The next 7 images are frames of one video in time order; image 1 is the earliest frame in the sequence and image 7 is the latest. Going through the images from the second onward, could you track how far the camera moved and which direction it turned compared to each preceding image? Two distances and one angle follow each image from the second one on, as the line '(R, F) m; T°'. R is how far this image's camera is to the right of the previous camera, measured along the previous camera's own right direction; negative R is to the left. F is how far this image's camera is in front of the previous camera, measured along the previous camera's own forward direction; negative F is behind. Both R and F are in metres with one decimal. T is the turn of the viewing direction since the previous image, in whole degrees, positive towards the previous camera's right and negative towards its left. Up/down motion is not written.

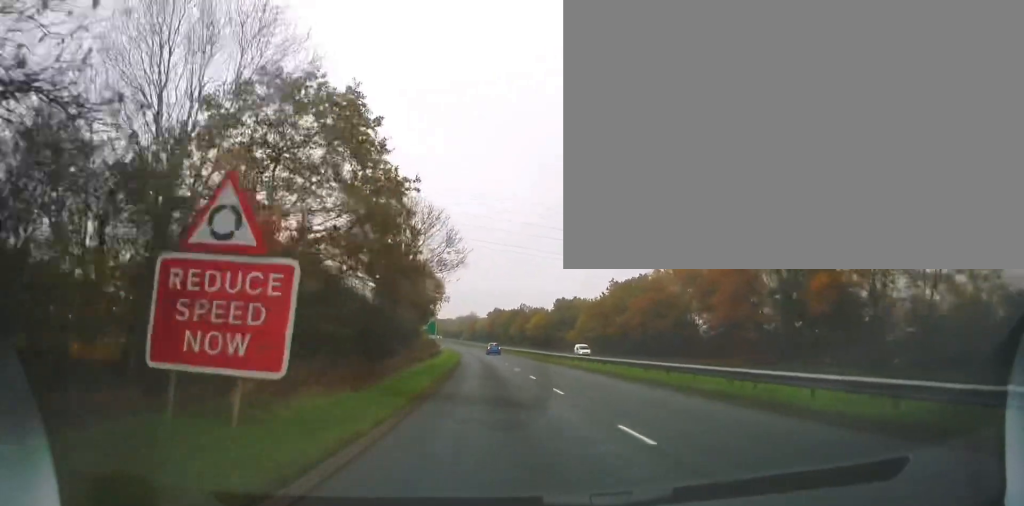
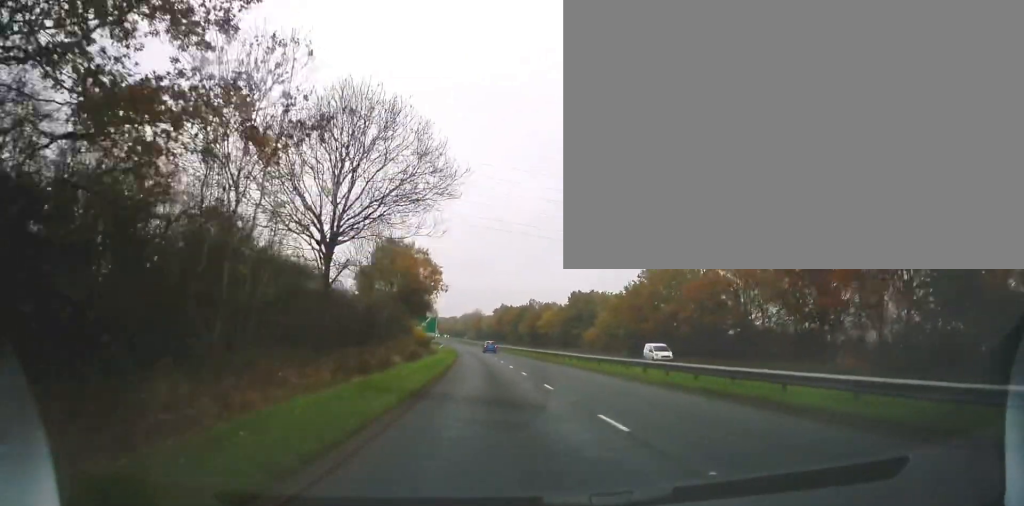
(-0.1, +16.2) m; -1°
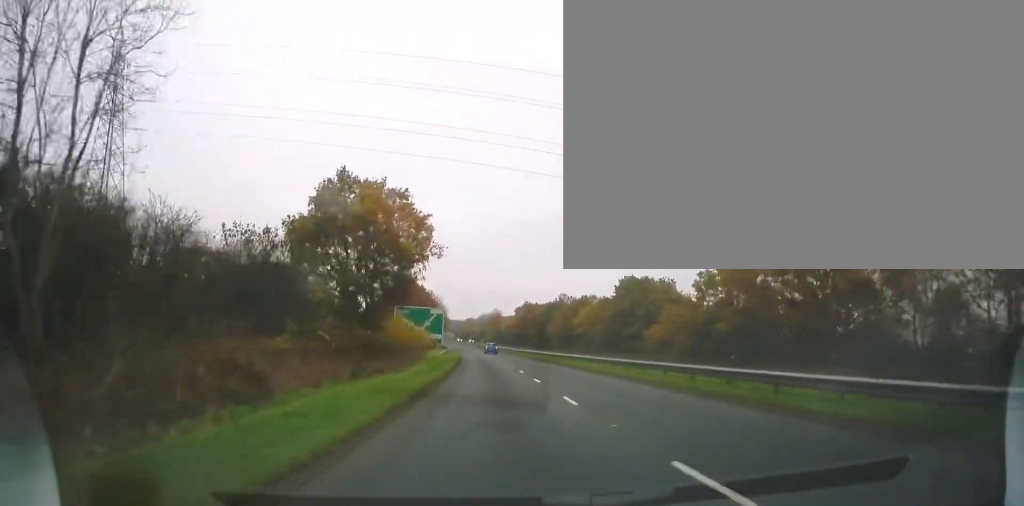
(-0.4, +31.4) m; -2°
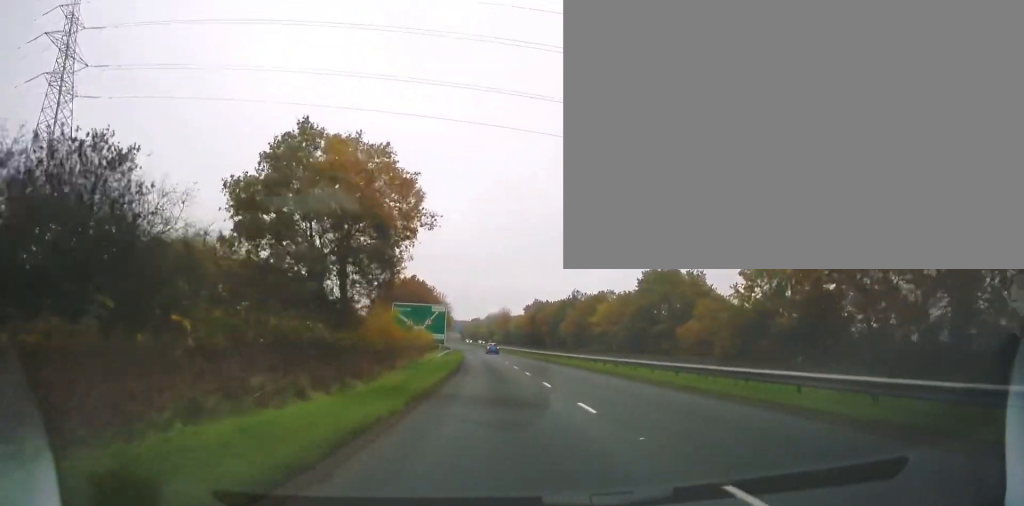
(-0.1, +10.6) m; 0°
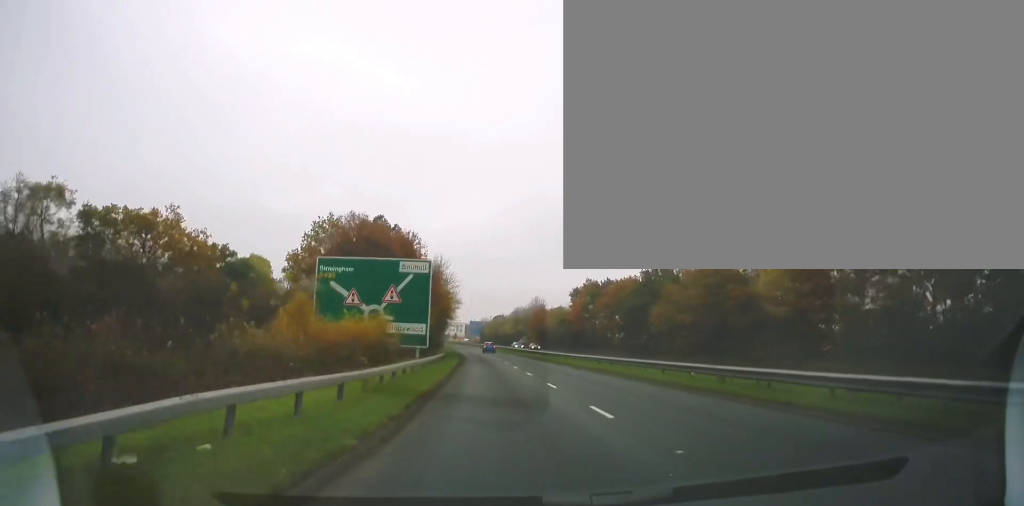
(-0.8, +54.8) m; -2°
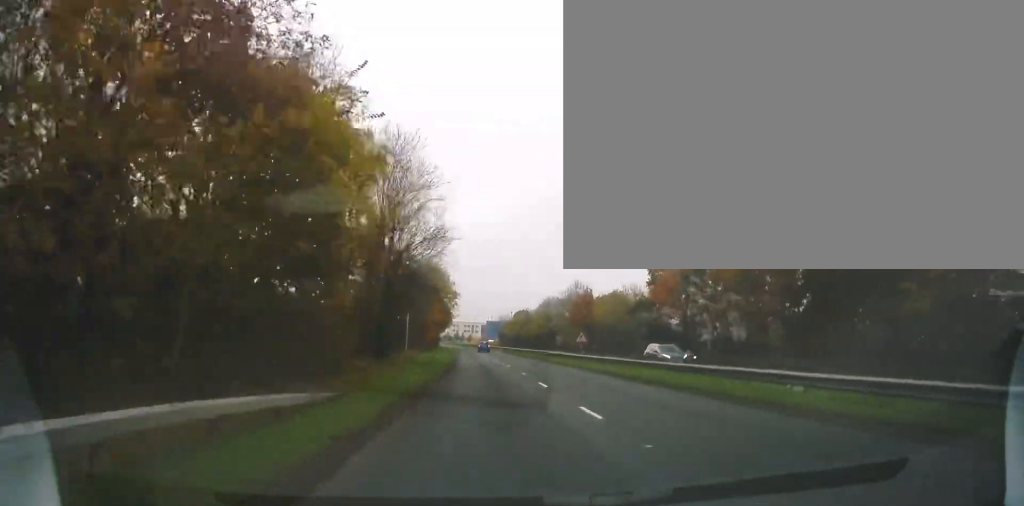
(-1.1, +43.8) m; -2°
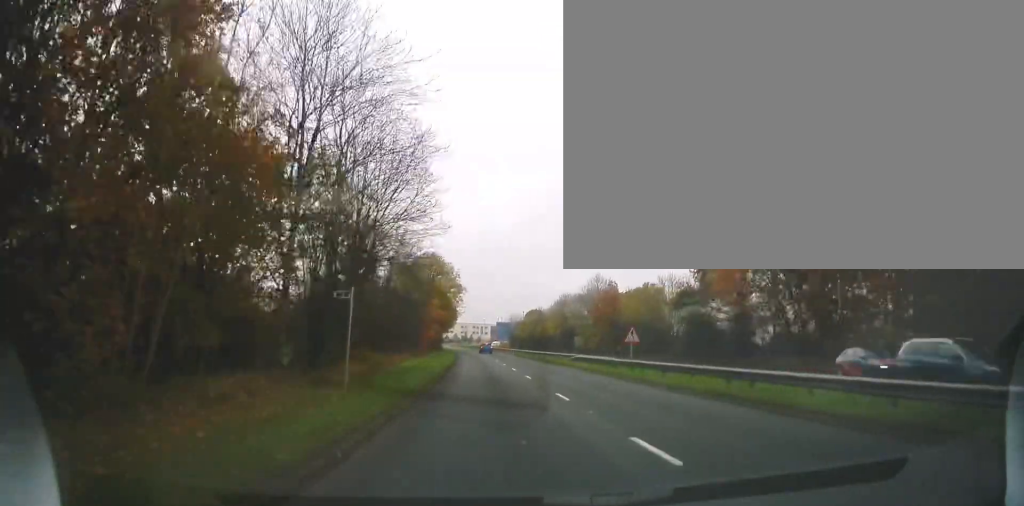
(0.0, +13.0) m; -1°
